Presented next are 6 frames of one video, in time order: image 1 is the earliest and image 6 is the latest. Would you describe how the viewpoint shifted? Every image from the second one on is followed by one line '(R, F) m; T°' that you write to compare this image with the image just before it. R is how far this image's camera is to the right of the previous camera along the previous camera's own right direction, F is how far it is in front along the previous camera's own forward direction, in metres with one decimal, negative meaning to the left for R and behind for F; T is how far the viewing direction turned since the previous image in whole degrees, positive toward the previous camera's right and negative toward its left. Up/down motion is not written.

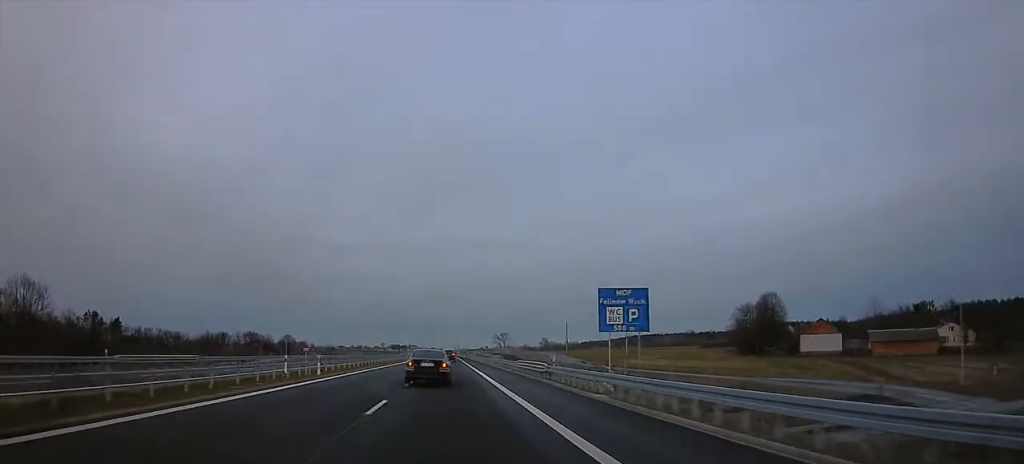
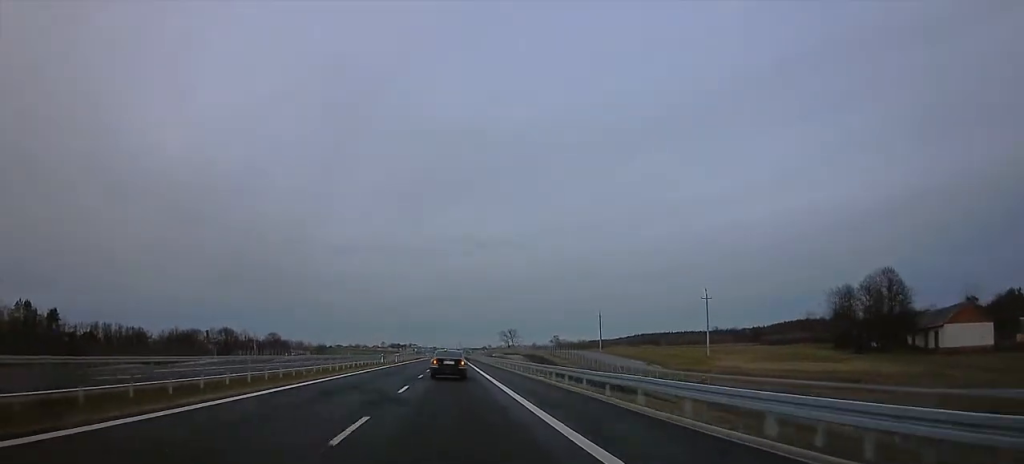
(+0.6, +52.5) m; +2°
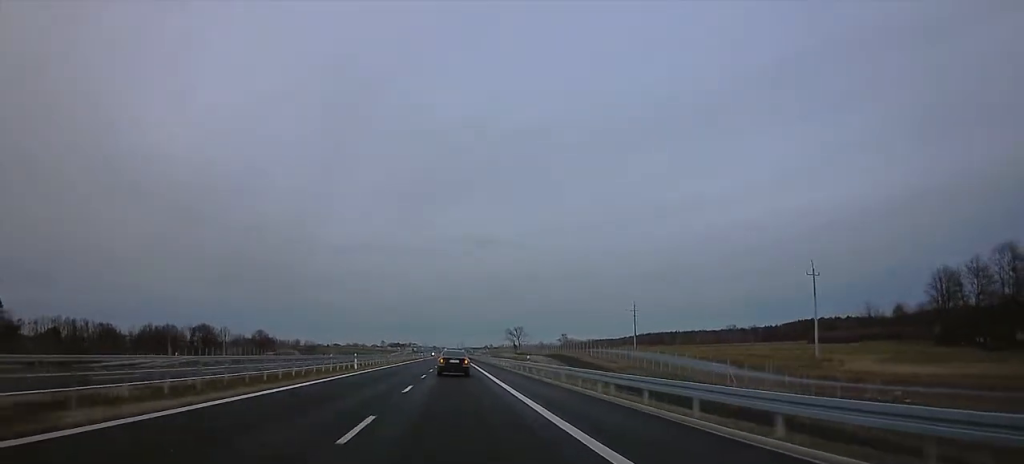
(+0.3, +36.0) m; -1°
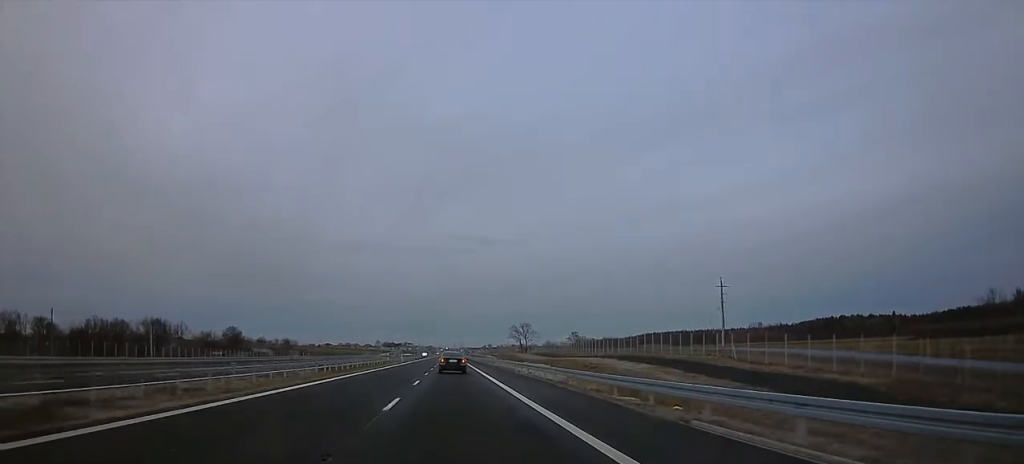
(-0.9, +54.6) m; -1°
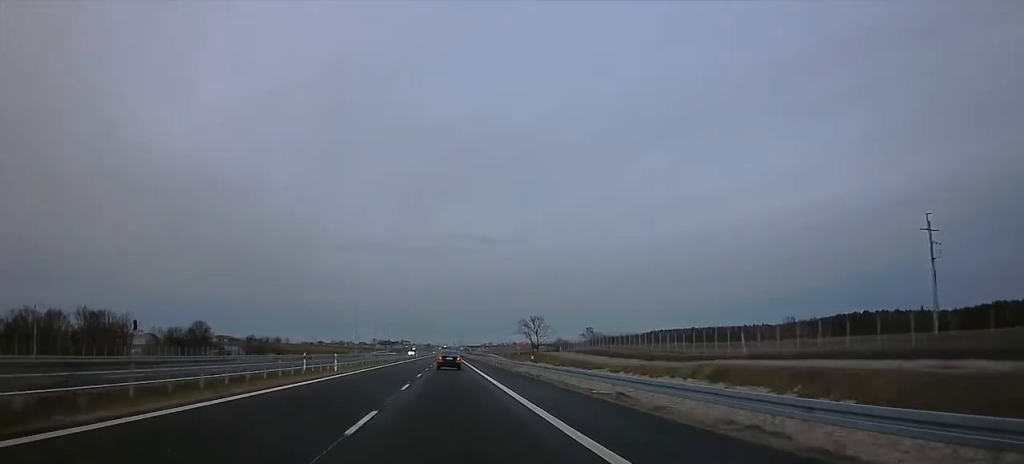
(0.0, +52.5) m; 0°
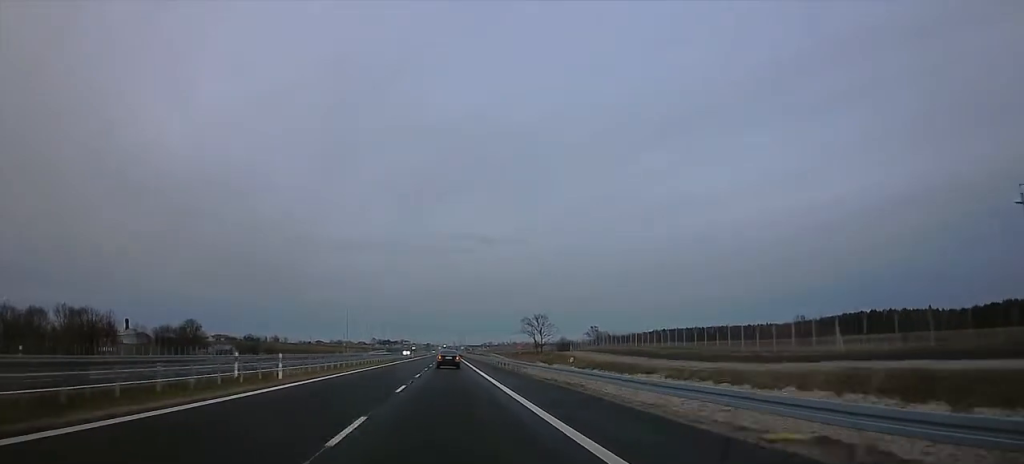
(0.0, +13.4) m; +1°
